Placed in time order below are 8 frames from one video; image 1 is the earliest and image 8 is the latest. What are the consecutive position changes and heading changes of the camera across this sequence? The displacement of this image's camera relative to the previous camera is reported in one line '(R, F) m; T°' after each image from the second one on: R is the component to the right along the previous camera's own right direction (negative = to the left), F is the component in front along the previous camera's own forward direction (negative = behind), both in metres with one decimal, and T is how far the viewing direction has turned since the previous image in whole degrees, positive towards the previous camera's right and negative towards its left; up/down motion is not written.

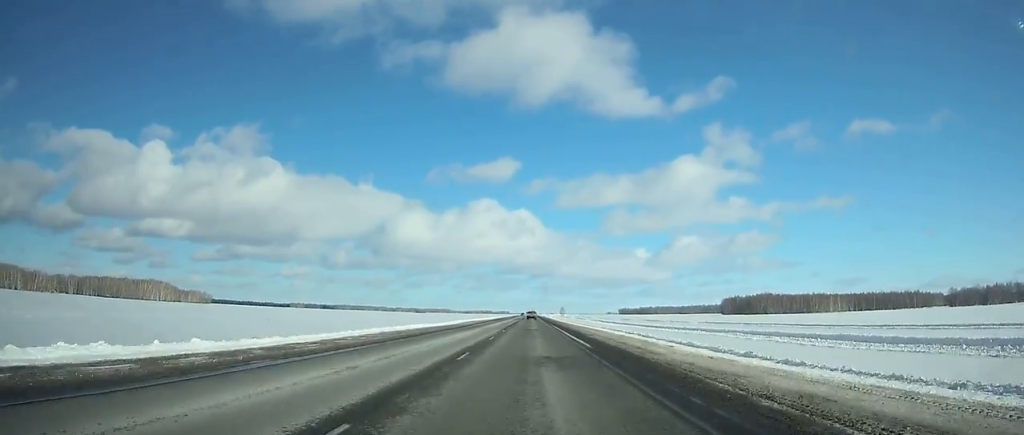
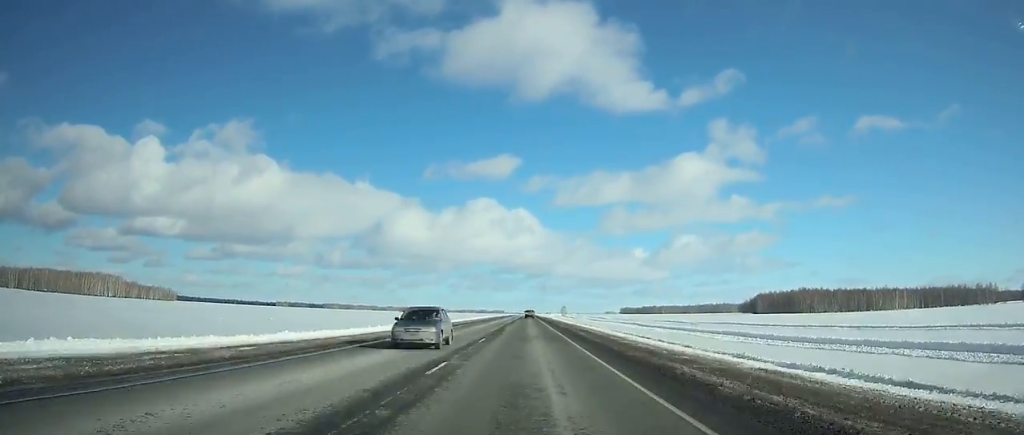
(0.0, +99.4) m; 0°
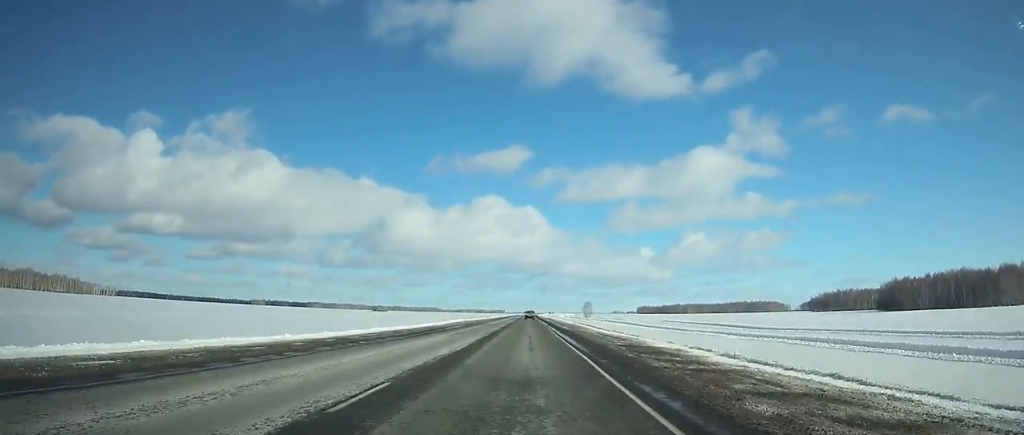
(+0.4, +222.0) m; 0°
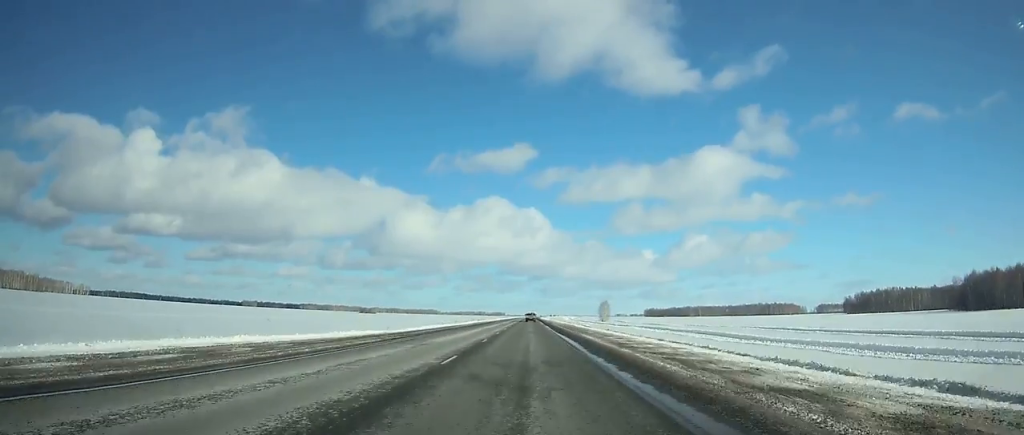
(0.0, +76.7) m; 0°
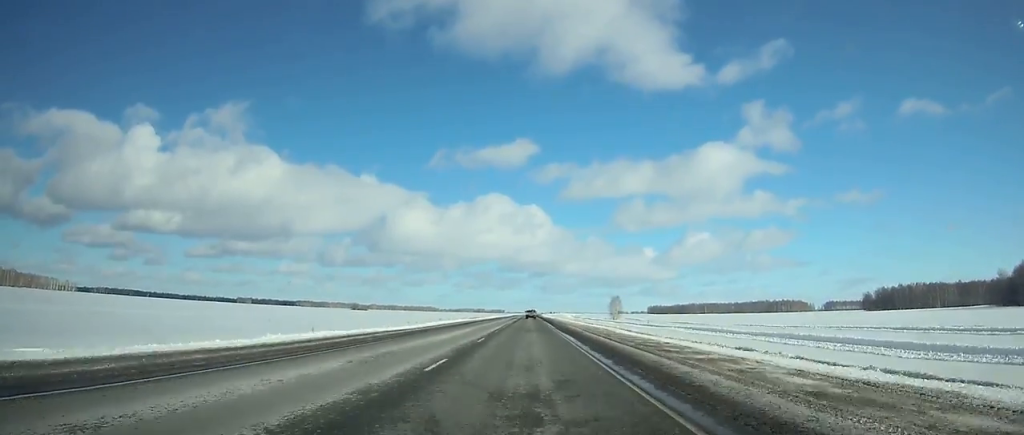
(0.0, +37.1) m; 0°
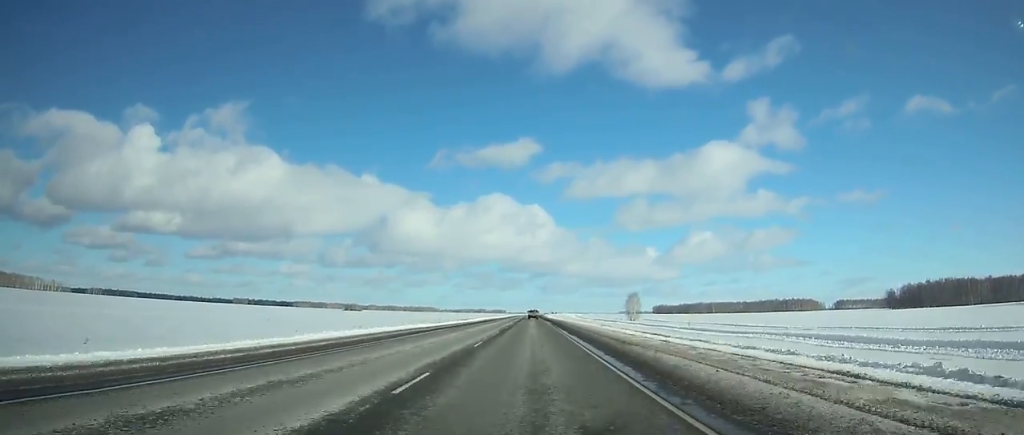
(-0.1, +40.1) m; 0°
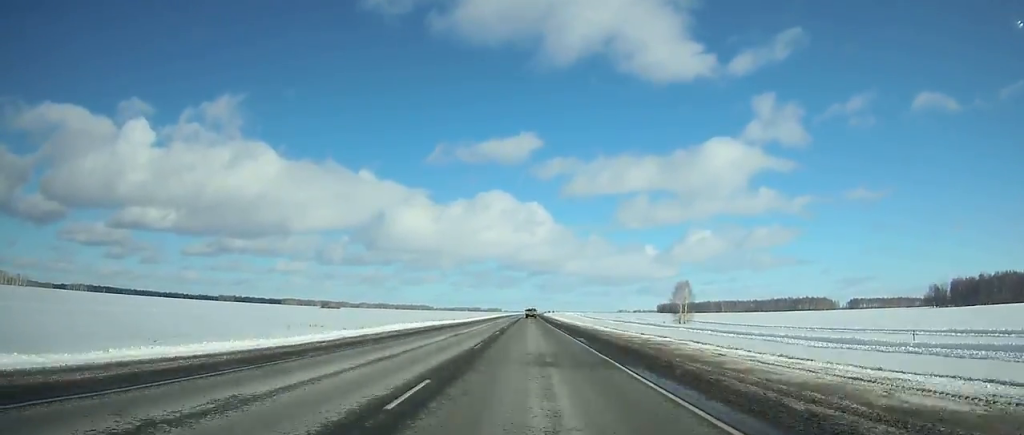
(0.0, +71.4) m; 0°
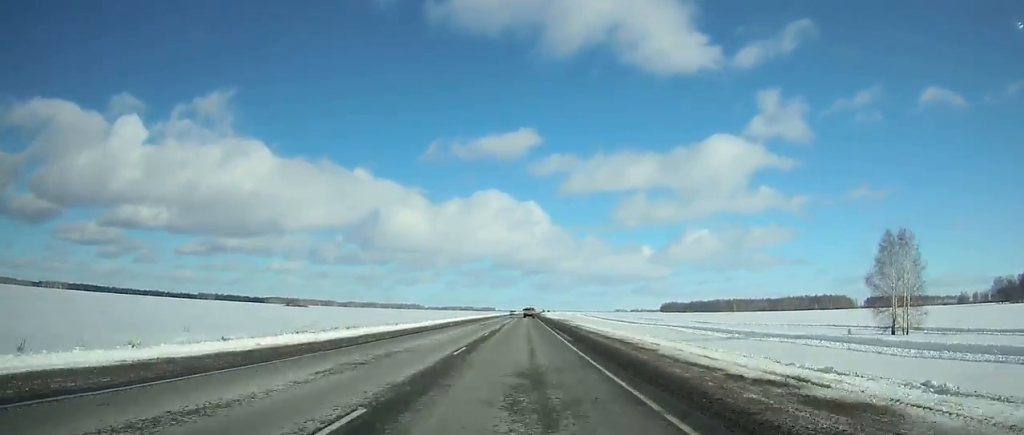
(+0.2, +88.2) m; 0°
